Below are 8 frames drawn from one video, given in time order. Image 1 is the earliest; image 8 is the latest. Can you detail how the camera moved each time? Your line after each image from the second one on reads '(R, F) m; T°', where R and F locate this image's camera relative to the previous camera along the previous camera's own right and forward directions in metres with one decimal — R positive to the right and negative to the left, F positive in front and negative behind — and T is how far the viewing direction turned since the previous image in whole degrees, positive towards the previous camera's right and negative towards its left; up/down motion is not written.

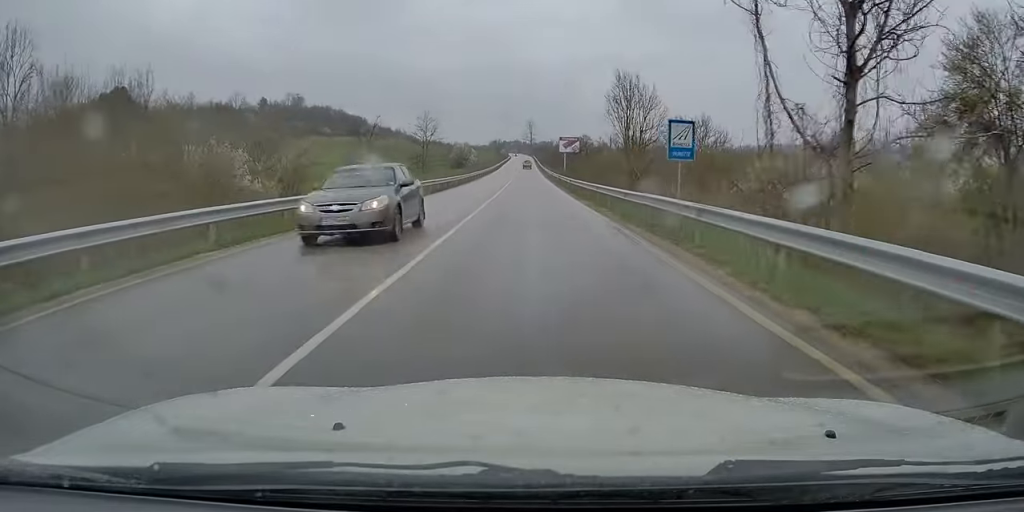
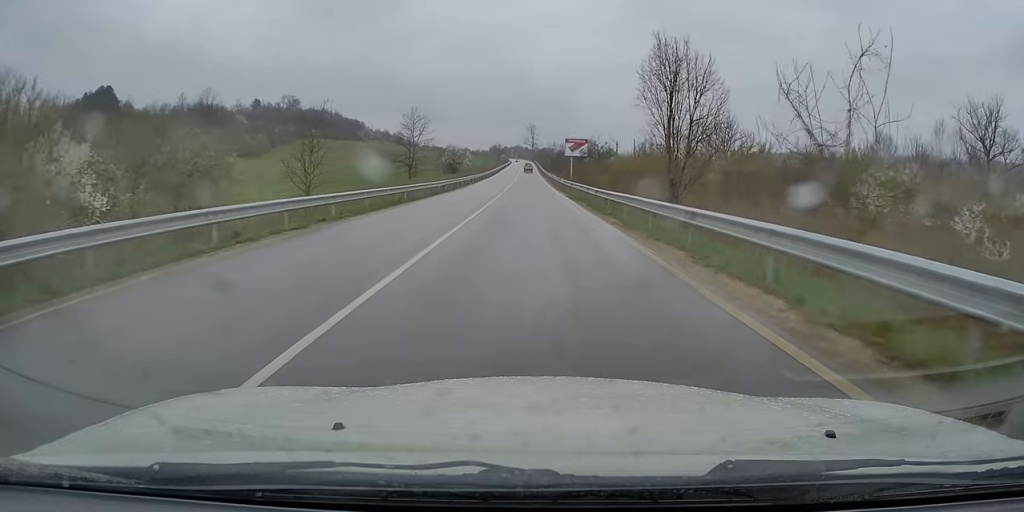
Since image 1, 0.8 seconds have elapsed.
(-0.3, +16.2) m; 0°
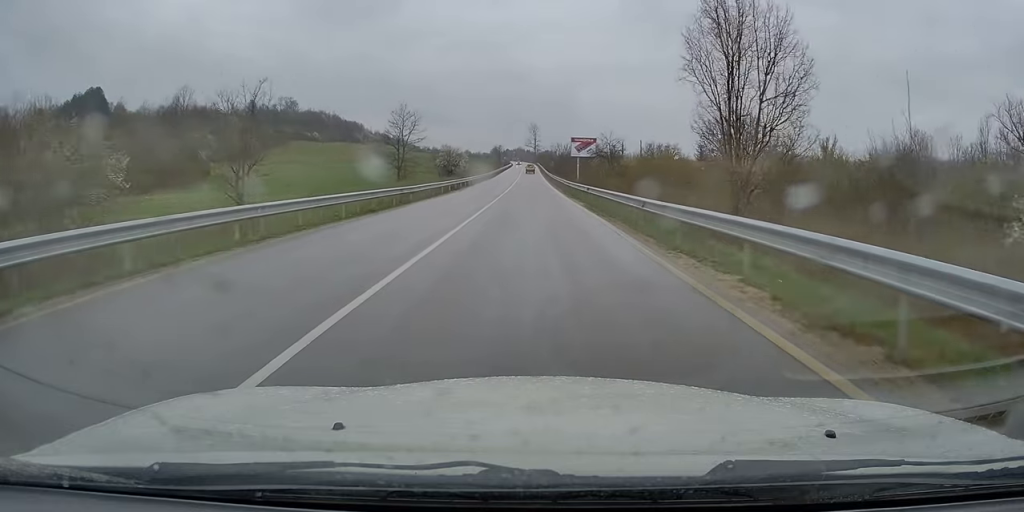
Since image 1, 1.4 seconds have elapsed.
(0.0, +11.3) m; 0°
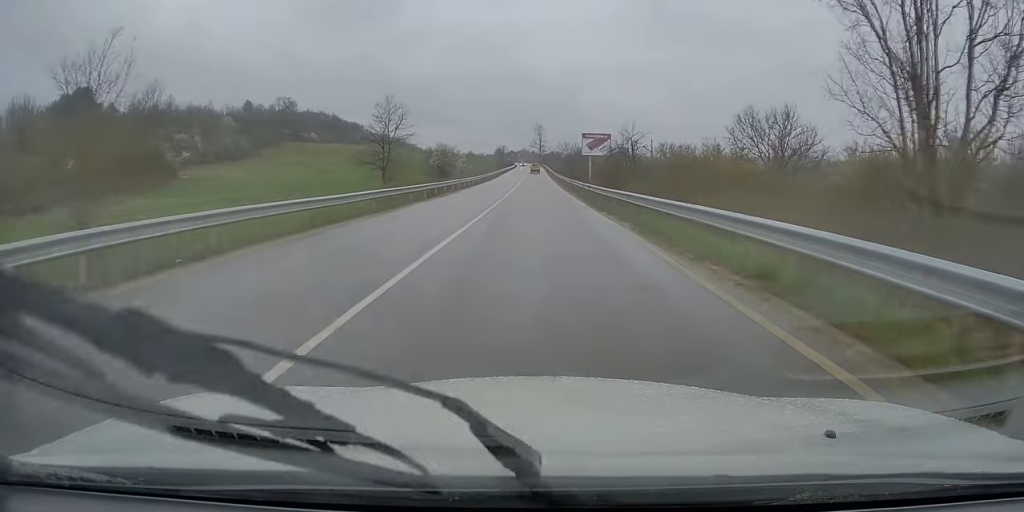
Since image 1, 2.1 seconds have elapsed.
(+0.1, +13.5) m; 0°
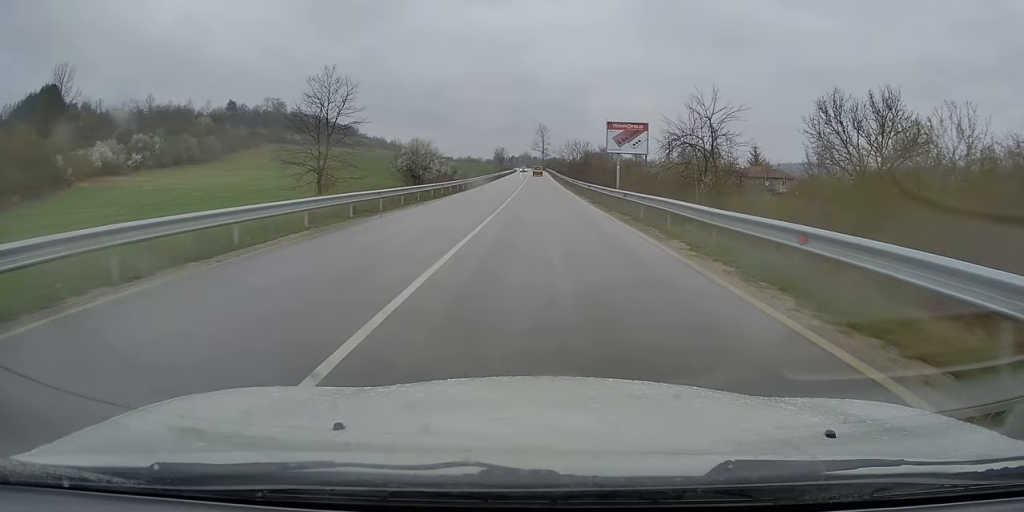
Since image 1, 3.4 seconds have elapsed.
(-0.2, +28.0) m; -1°
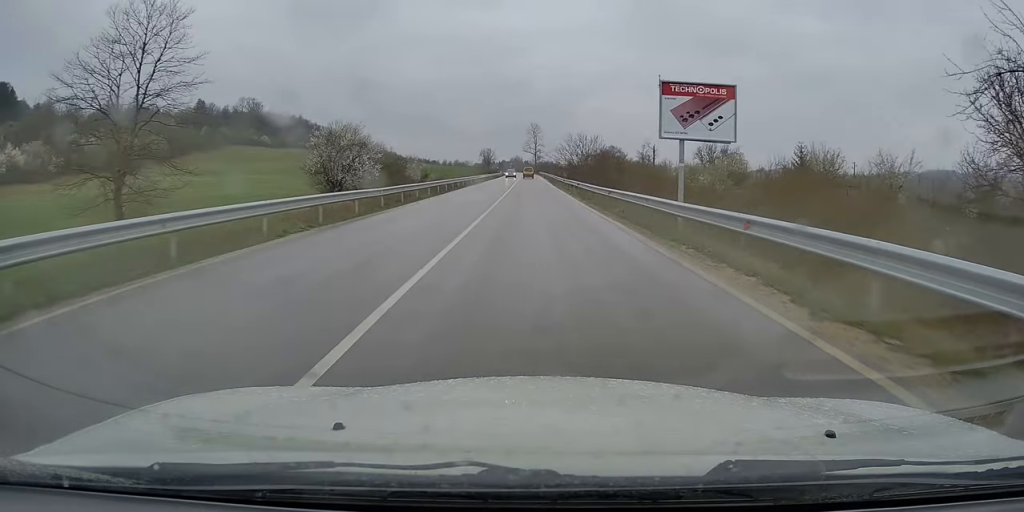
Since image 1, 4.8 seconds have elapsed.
(+0.2, +30.3) m; +1°
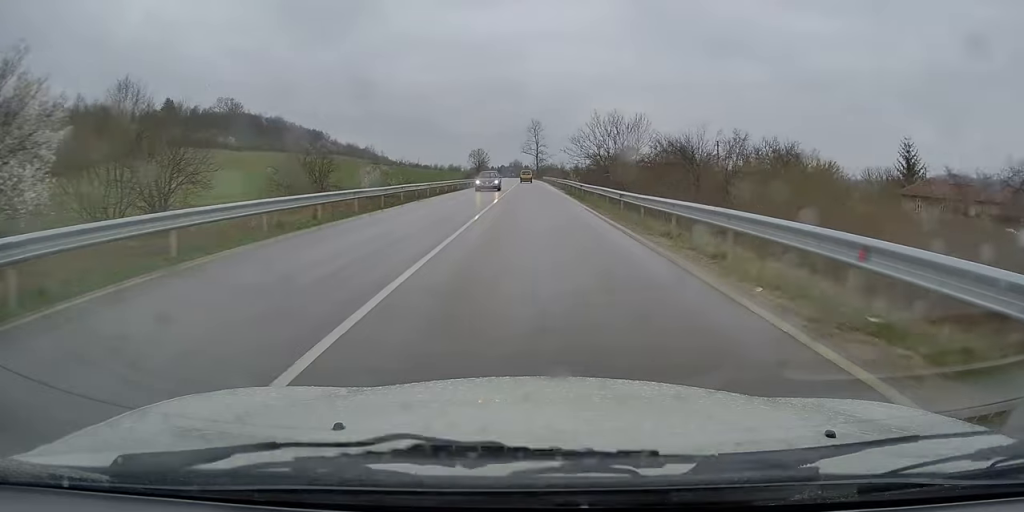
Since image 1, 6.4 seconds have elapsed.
(+0.2, +35.8) m; 0°
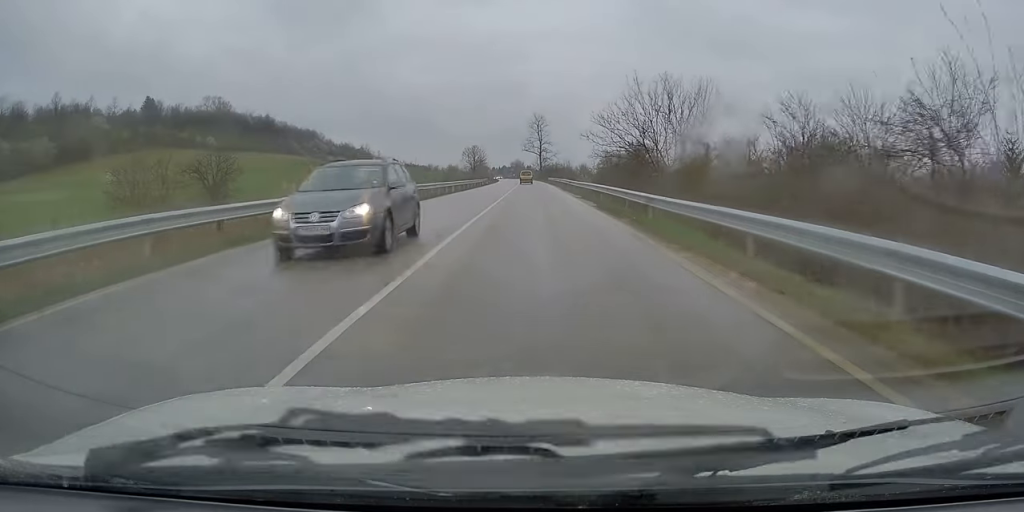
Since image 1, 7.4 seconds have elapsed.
(-0.1, +20.8) m; -1°
